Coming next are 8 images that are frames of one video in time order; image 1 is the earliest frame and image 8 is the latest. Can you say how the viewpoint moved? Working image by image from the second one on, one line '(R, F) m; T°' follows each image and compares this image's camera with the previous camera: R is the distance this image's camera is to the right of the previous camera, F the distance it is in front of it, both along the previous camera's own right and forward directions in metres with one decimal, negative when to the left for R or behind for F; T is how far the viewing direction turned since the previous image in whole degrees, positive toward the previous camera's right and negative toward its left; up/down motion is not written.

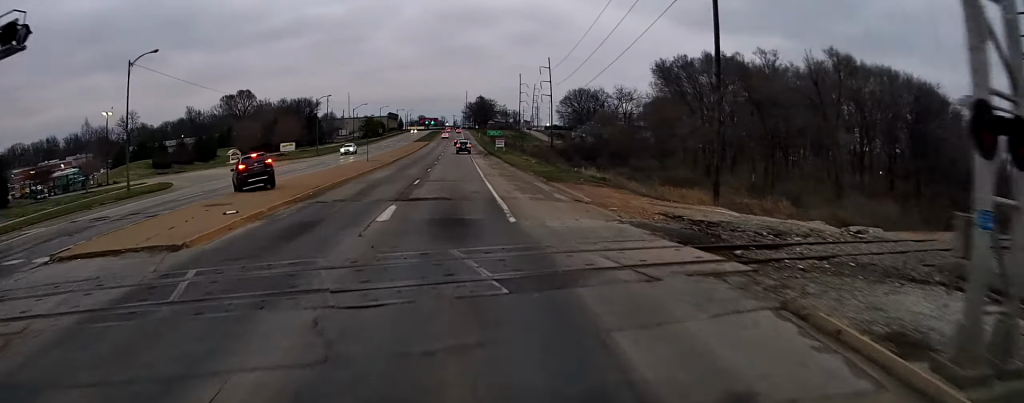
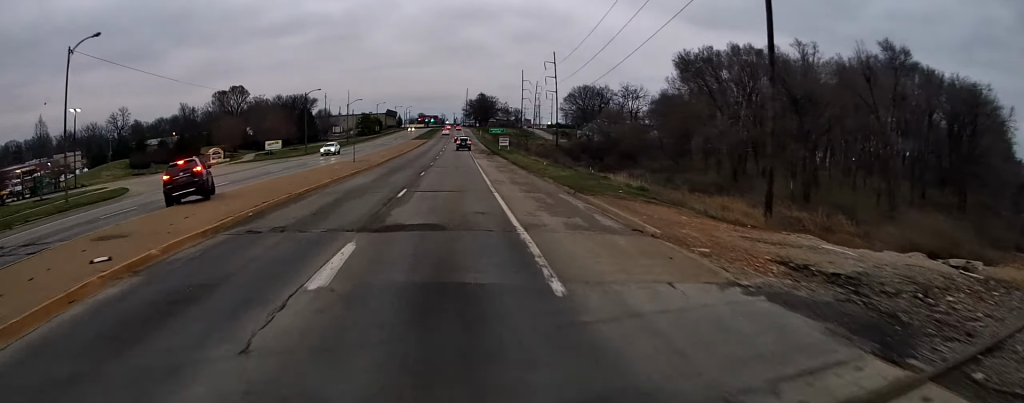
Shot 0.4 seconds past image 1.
(-0.1, +7.9) m; 0°
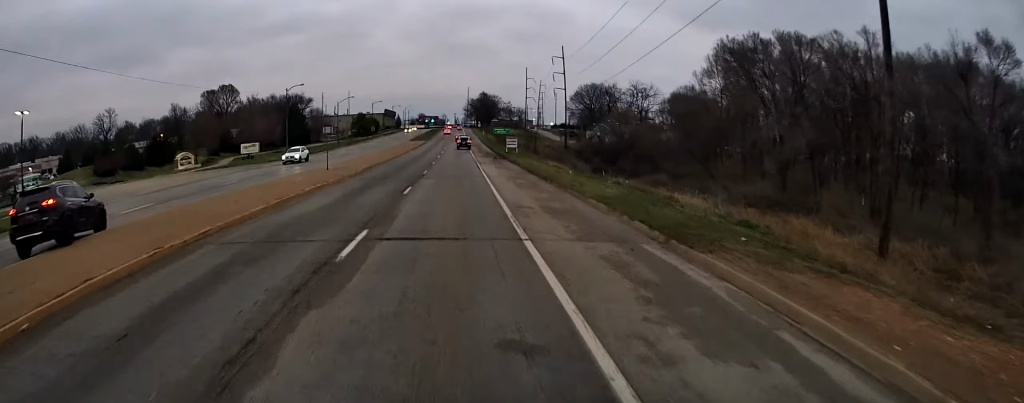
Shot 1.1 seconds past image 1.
(+0.1, +11.4) m; 0°
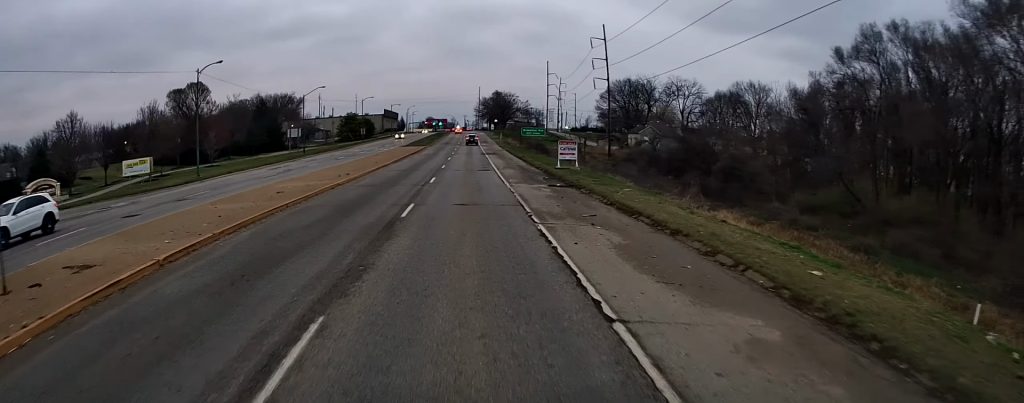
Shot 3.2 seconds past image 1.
(+0.3, +35.6) m; +1°
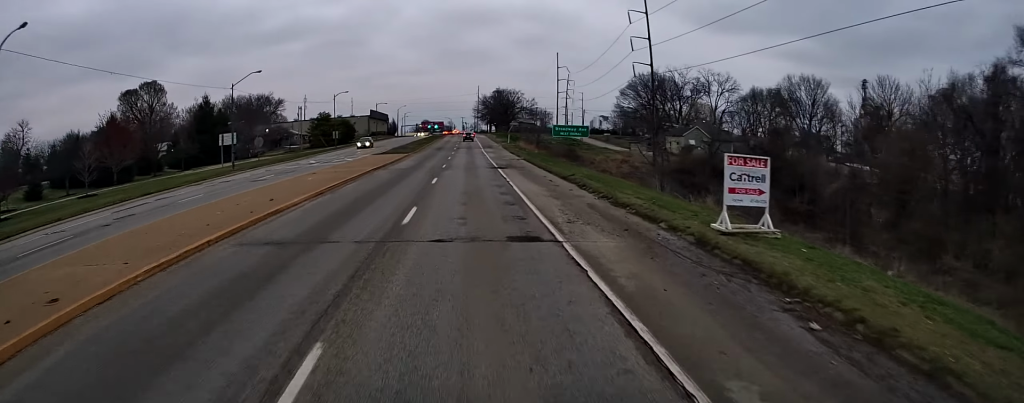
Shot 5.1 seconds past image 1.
(-0.5, +27.7) m; -2°
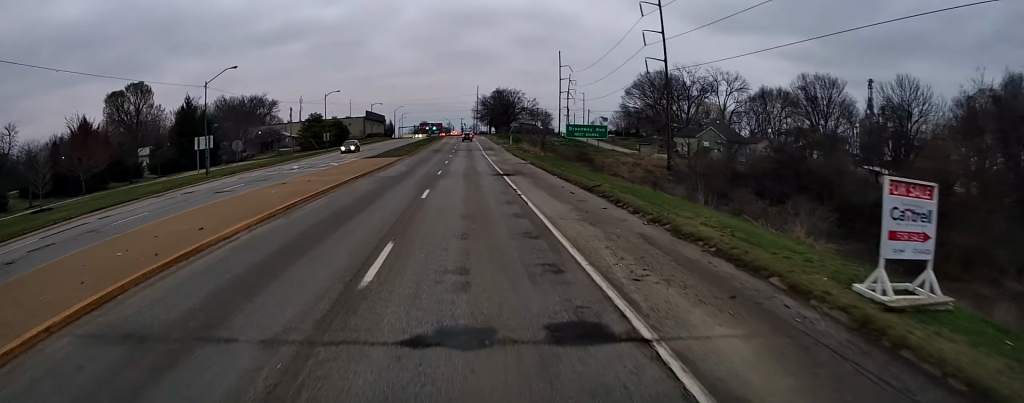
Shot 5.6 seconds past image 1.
(0.0, +6.2) m; 0°
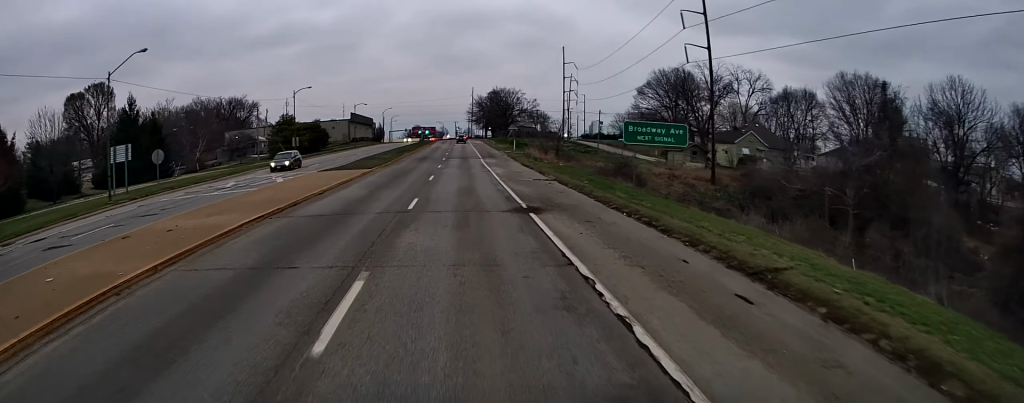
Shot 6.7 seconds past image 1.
(0.0, +15.3) m; 0°
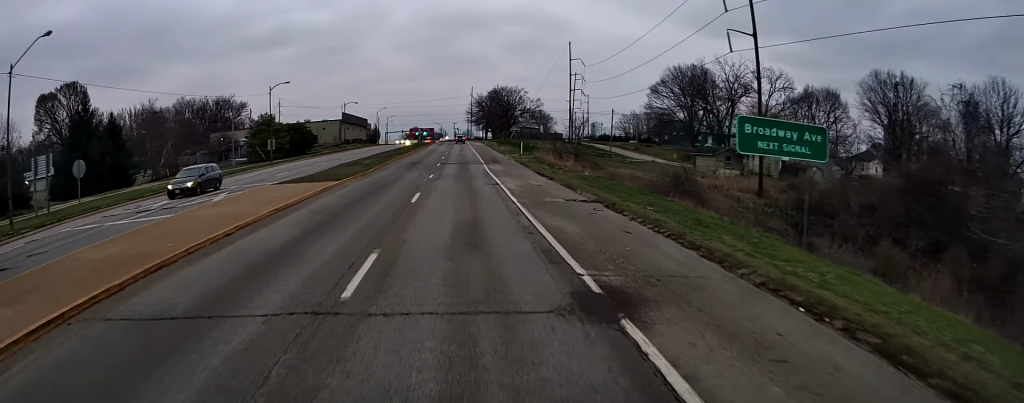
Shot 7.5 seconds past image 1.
(0.0, +10.5) m; +1°
